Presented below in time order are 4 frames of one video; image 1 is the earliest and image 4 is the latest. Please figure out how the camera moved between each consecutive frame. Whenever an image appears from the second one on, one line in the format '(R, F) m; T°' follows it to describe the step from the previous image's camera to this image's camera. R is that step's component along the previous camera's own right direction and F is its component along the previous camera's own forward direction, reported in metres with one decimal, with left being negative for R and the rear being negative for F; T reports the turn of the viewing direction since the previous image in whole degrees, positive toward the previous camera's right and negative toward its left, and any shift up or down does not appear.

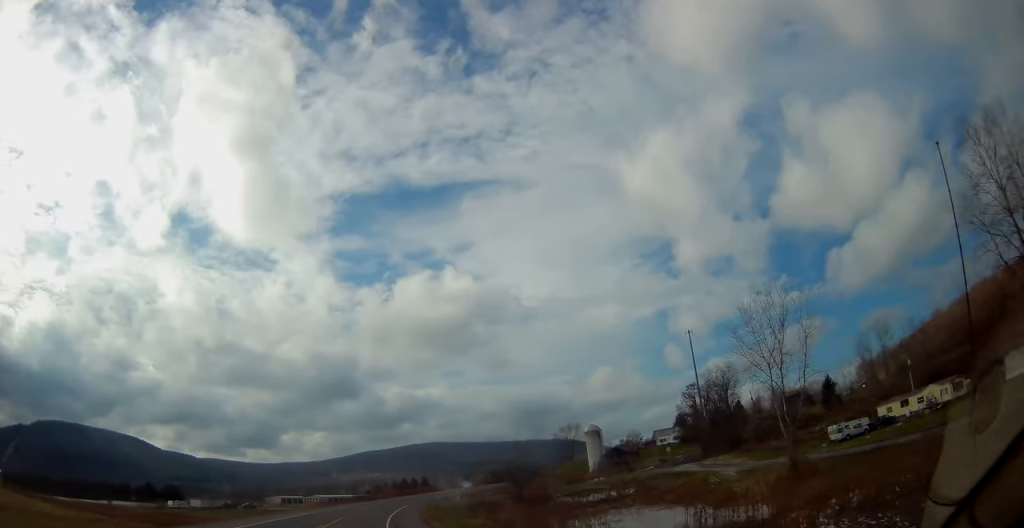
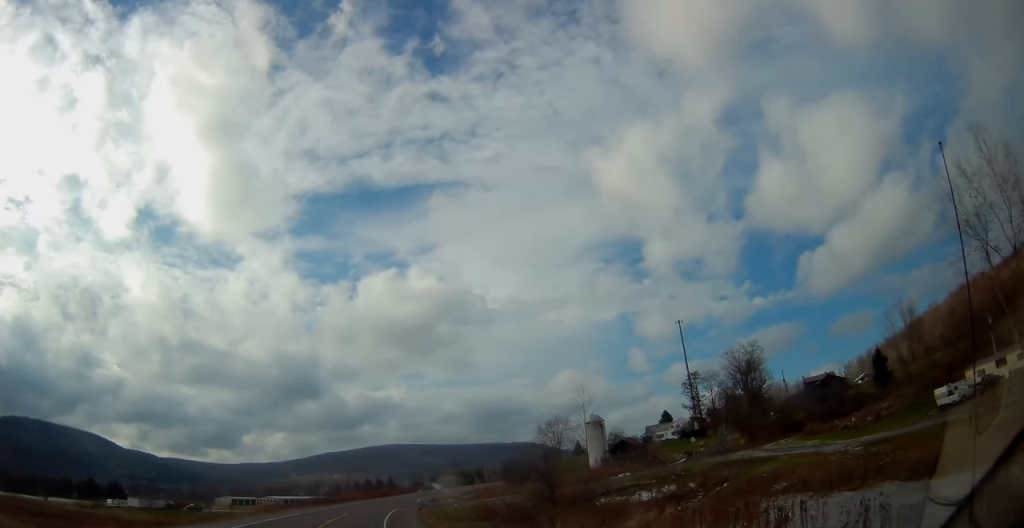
(+0.6, +27.3) m; +3°
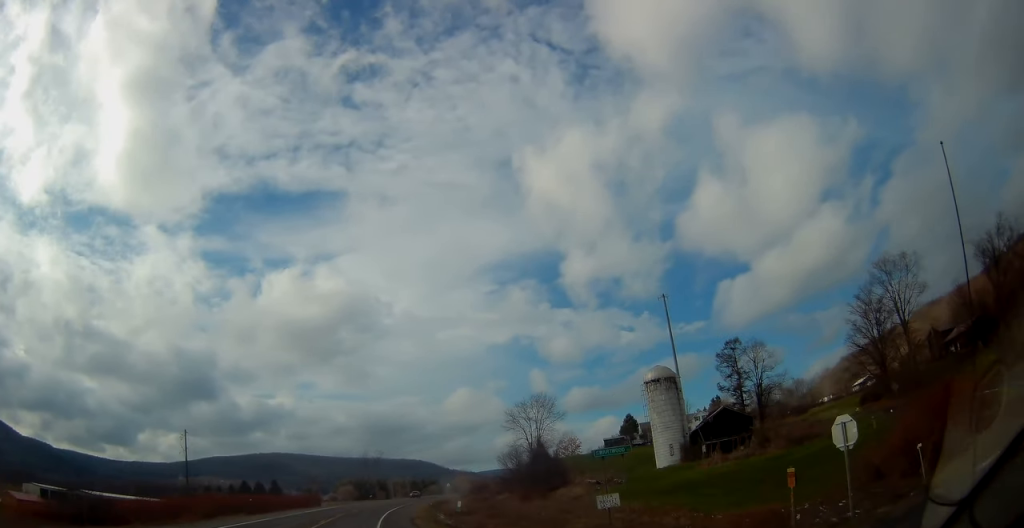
(+6.9, +73.8) m; +11°
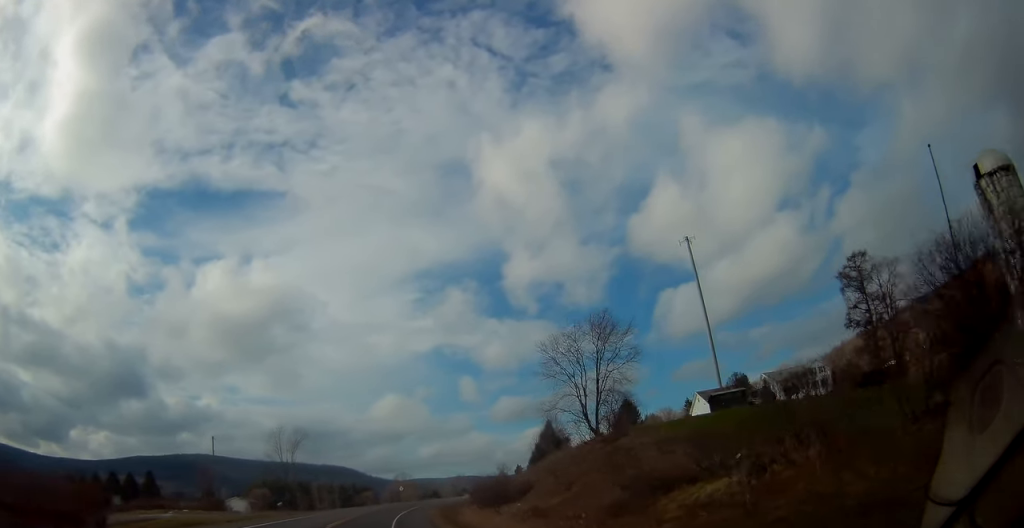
(+4.9, +63.6) m; +9°
